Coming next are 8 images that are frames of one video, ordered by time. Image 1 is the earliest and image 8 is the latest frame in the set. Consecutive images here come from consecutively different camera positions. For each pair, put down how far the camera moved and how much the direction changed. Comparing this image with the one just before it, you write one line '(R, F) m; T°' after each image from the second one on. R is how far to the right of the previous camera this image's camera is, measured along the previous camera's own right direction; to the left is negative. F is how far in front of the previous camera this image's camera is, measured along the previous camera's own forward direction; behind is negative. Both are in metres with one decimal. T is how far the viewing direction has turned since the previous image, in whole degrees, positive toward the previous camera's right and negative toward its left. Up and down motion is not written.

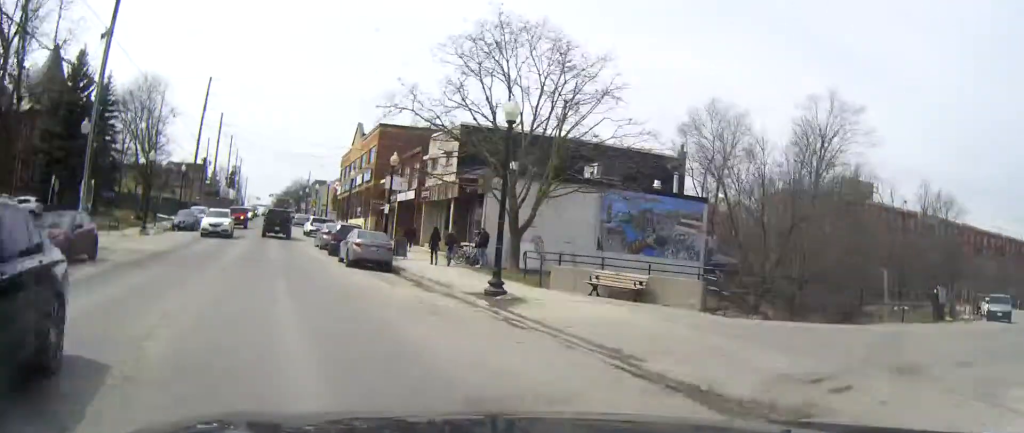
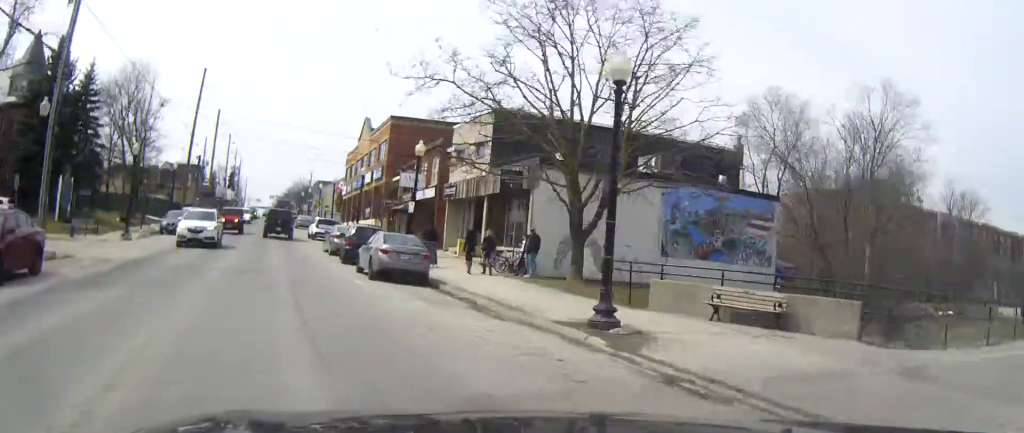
(0.0, +6.3) m; 0°
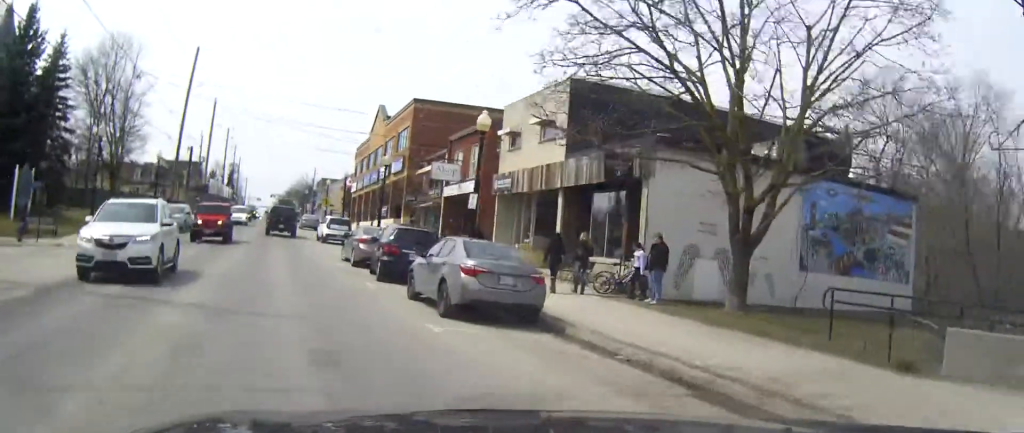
(0.0, +9.2) m; 0°
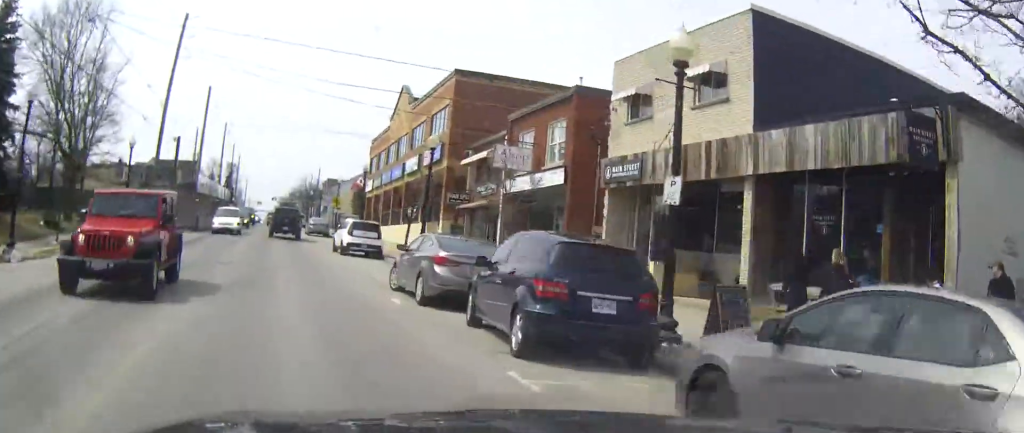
(0.0, +11.1) m; 0°
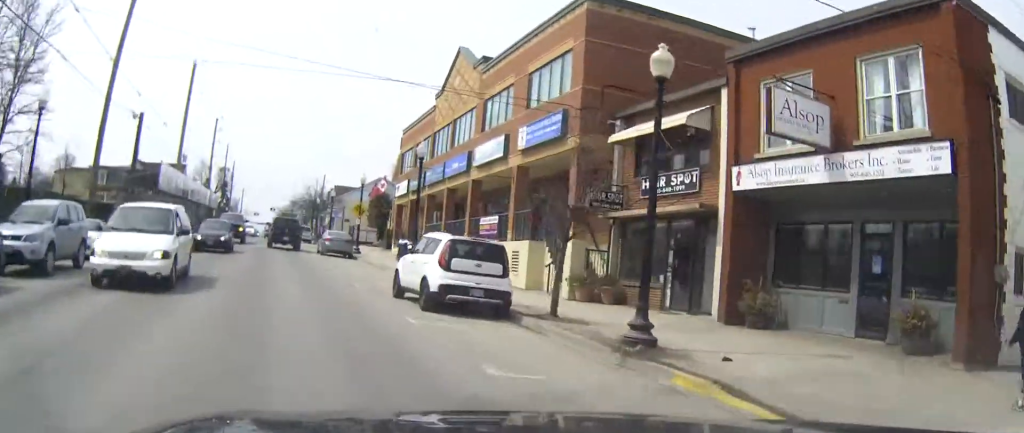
(-0.1, +17.5) m; -1°
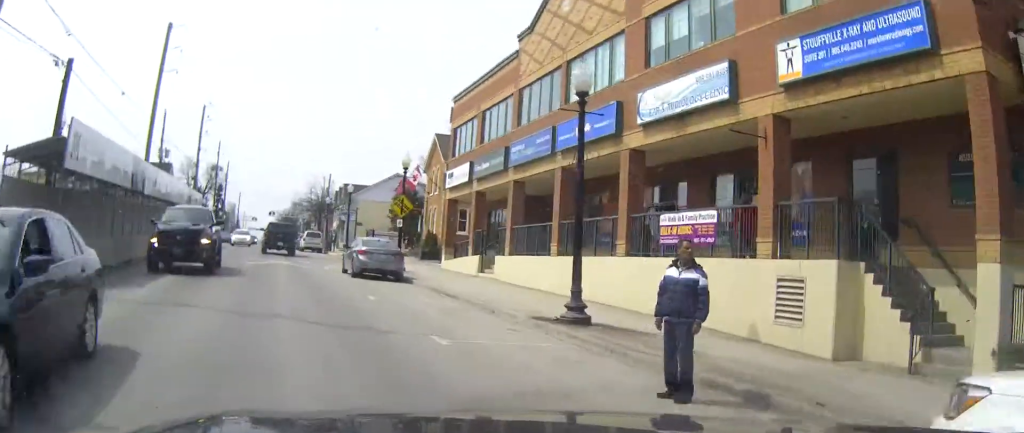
(+0.1, +15.3) m; +1°
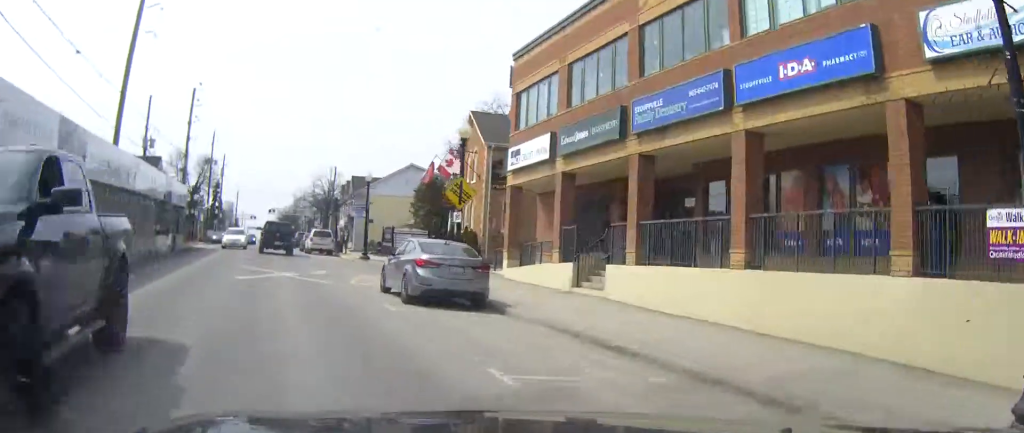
(0.0, +9.2) m; 0°
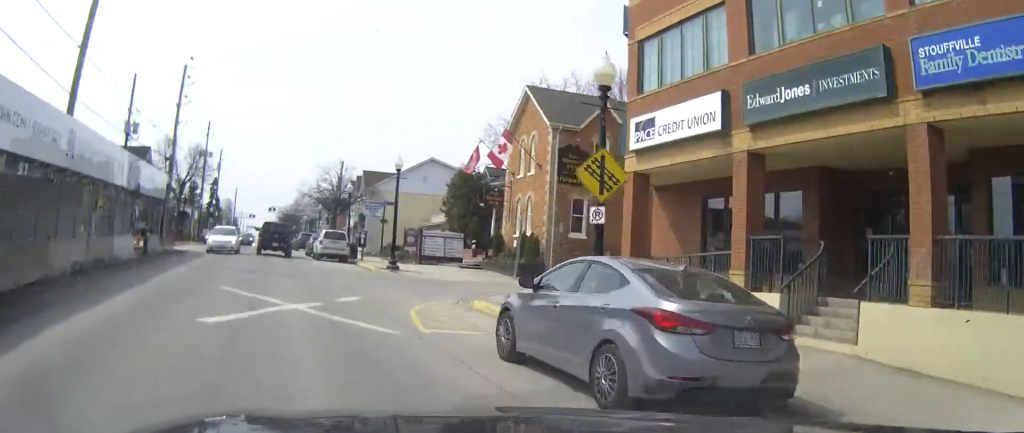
(0.0, +8.8) m; 0°
